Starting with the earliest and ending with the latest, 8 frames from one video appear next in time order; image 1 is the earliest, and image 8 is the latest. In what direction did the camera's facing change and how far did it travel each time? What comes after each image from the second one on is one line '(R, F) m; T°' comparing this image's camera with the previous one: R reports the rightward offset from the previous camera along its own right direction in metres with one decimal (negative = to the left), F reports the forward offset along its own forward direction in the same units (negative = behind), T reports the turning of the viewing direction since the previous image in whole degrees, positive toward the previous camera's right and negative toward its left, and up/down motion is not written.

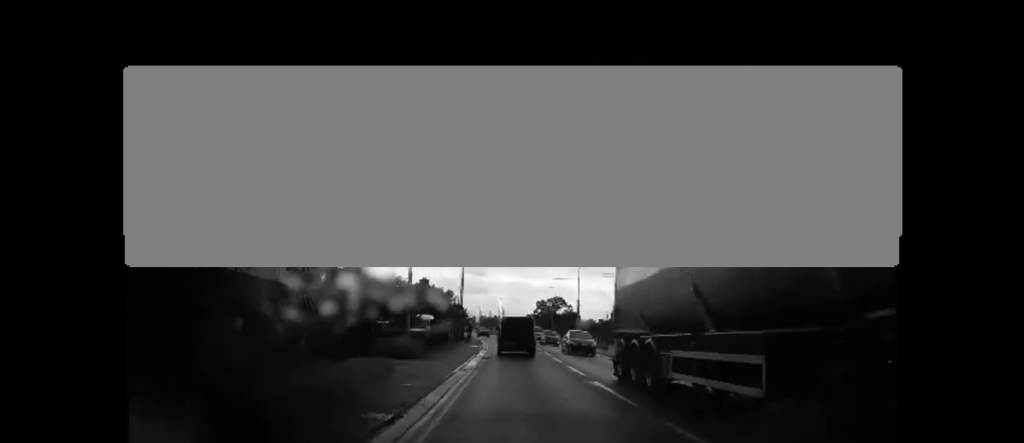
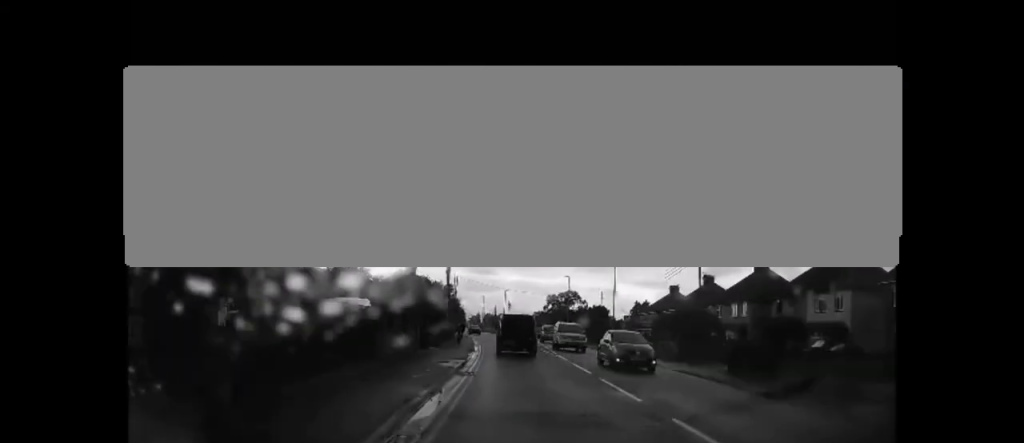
(-0.7, +18.0) m; -2°
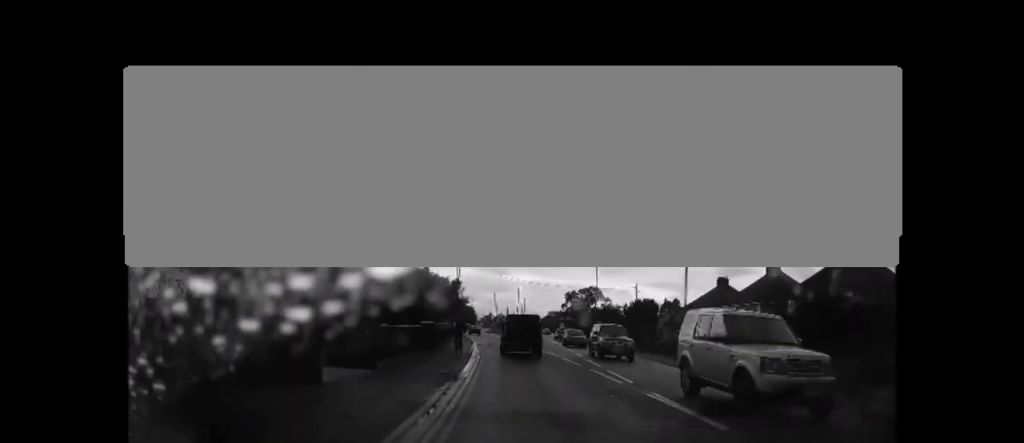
(+0.3, +15.4) m; 0°
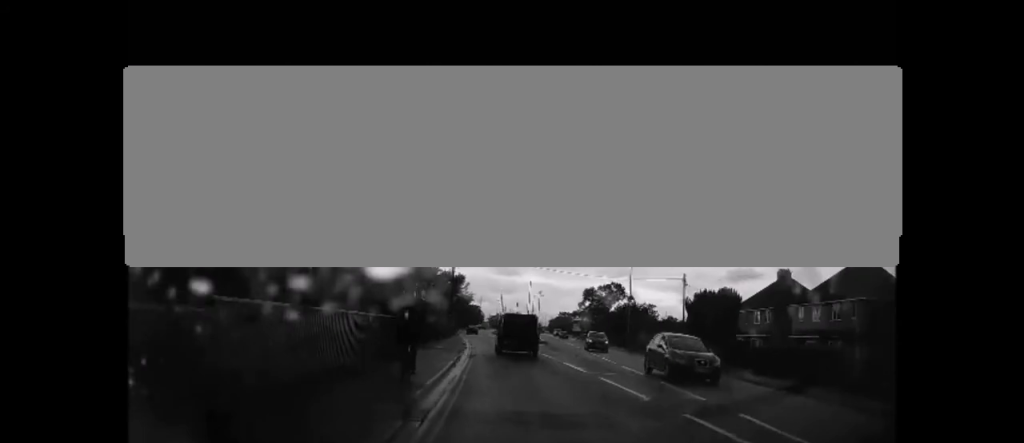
(-0.2, +15.2) m; -1°
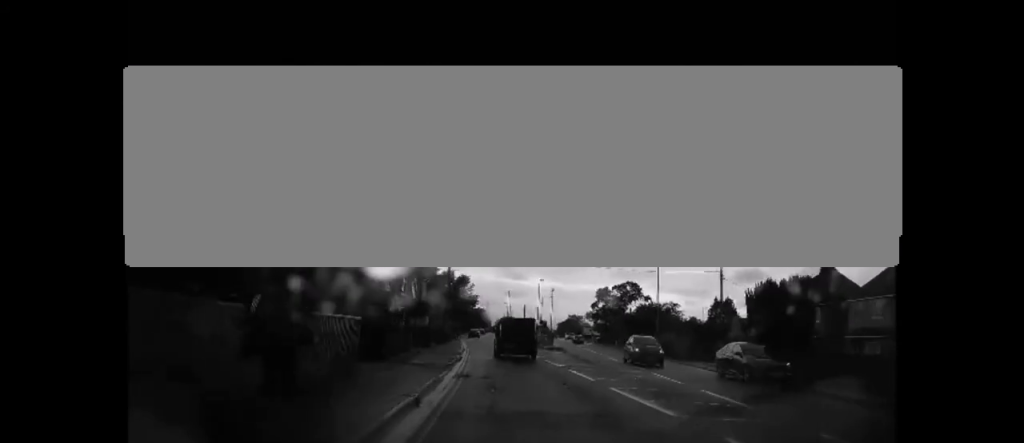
(-0.1, +8.1) m; -1°
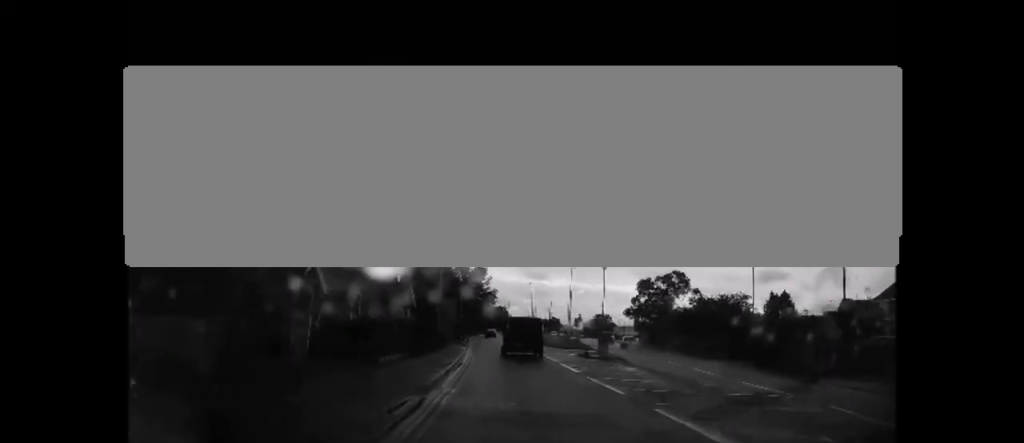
(-0.2, +16.0) m; -2°
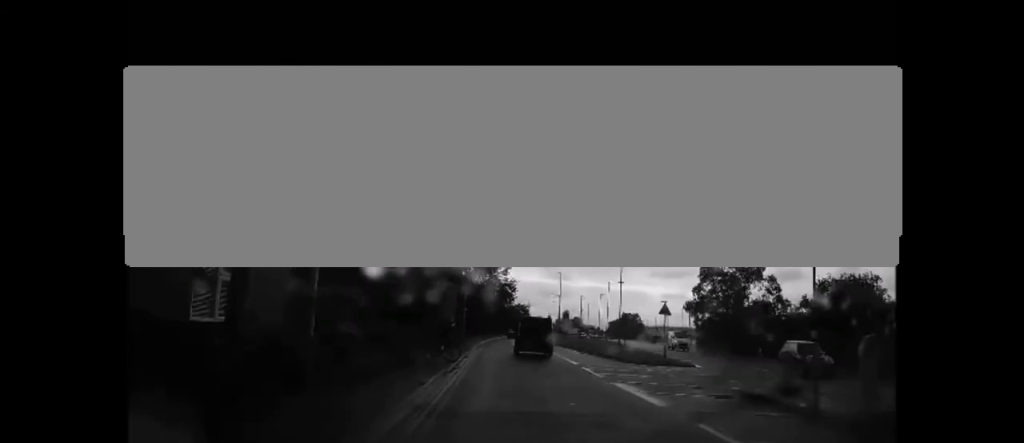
(-0.6, +20.1) m; -2°
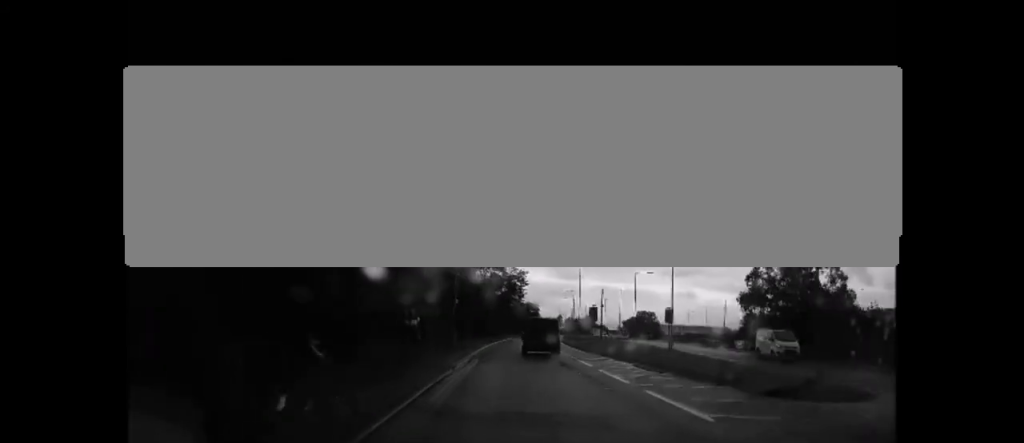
(0.0, +13.2) m; 0°
